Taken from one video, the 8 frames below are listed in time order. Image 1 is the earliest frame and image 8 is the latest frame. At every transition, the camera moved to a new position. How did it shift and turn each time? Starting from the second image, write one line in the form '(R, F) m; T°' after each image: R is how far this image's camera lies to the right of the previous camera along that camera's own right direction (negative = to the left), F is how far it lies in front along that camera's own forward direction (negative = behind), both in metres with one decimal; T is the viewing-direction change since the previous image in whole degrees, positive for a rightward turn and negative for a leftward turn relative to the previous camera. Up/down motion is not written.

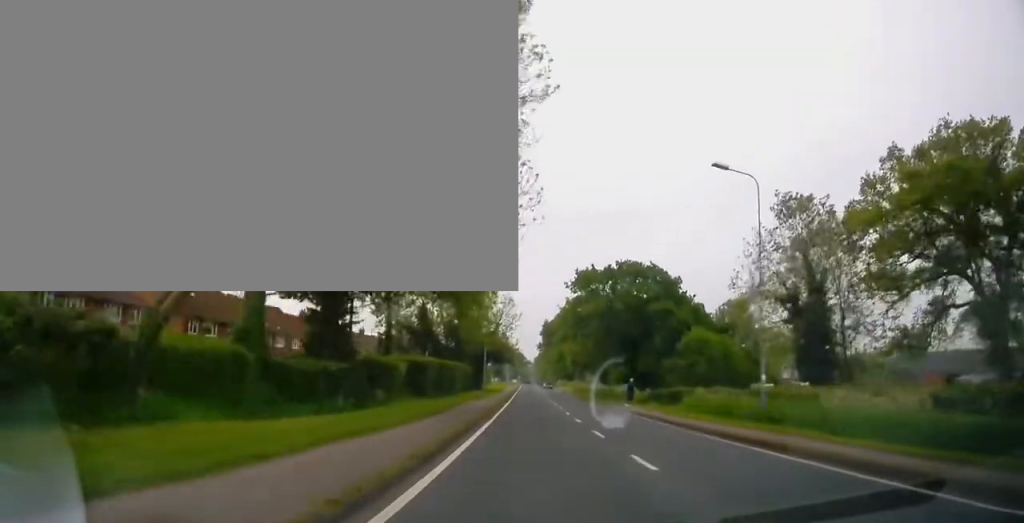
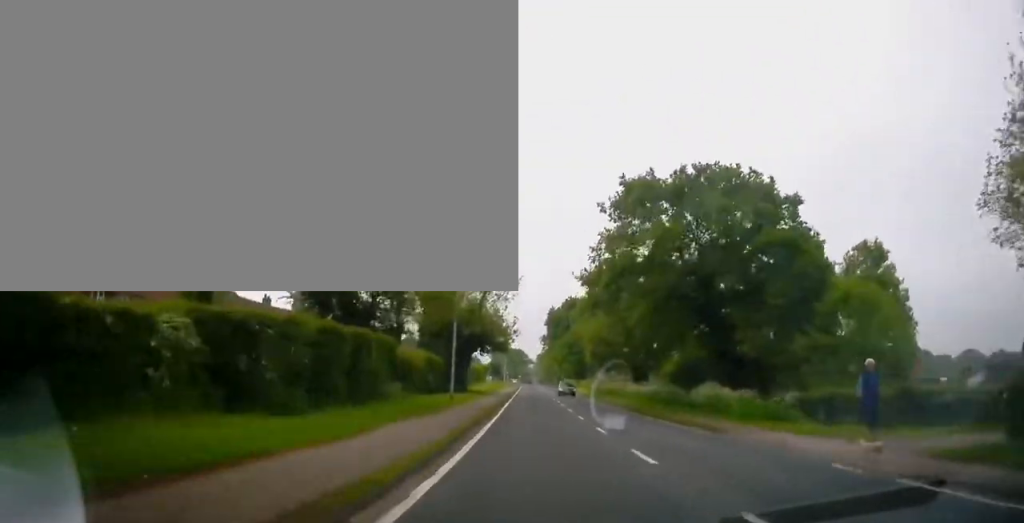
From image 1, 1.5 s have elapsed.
(+0.4, +22.9) m; +1°
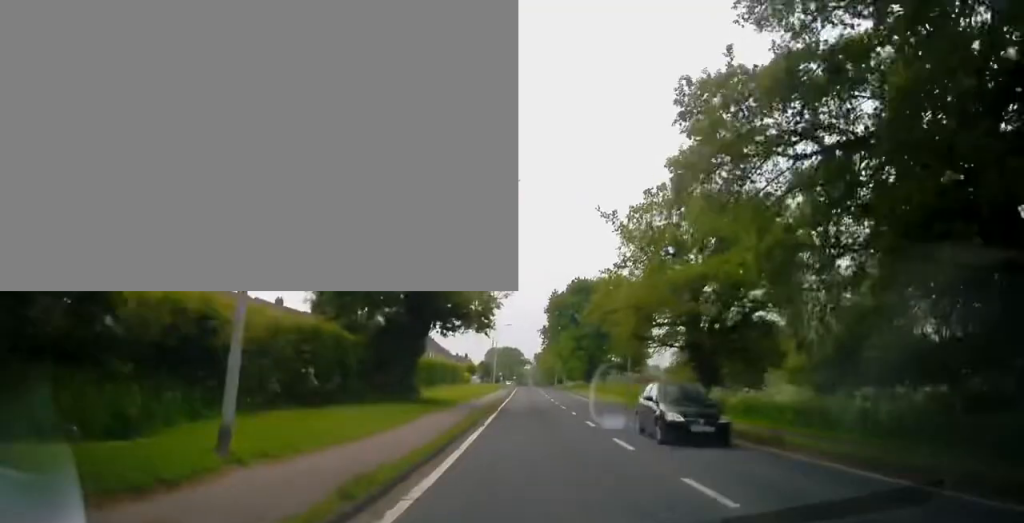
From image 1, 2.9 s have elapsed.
(-0.3, +21.4) m; 0°
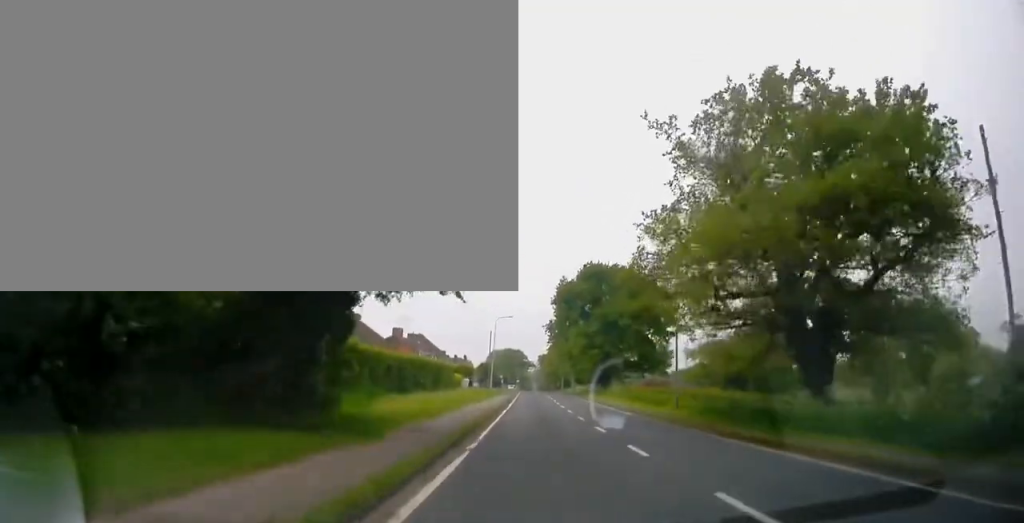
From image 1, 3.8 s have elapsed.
(+0.1, +13.7) m; 0°
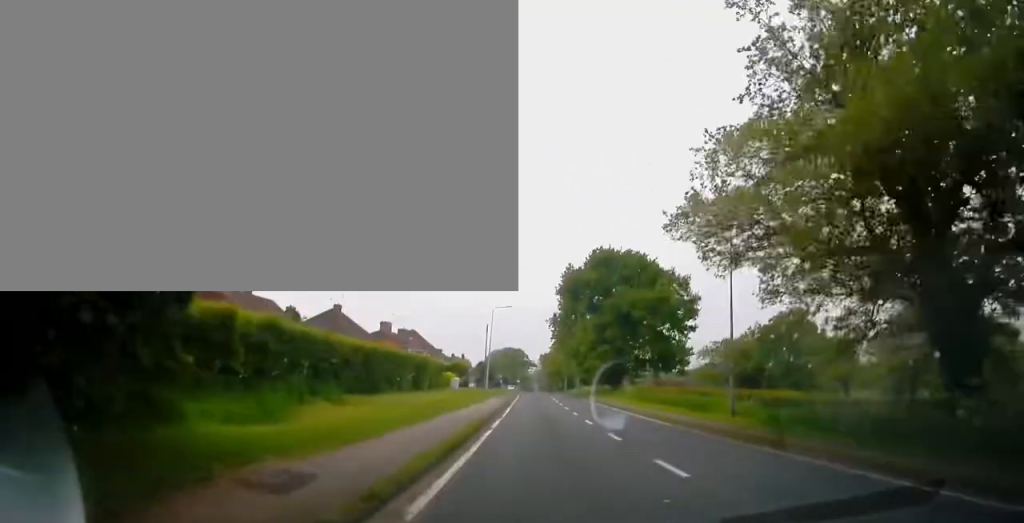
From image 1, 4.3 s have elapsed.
(+0.3, +8.5) m; 0°
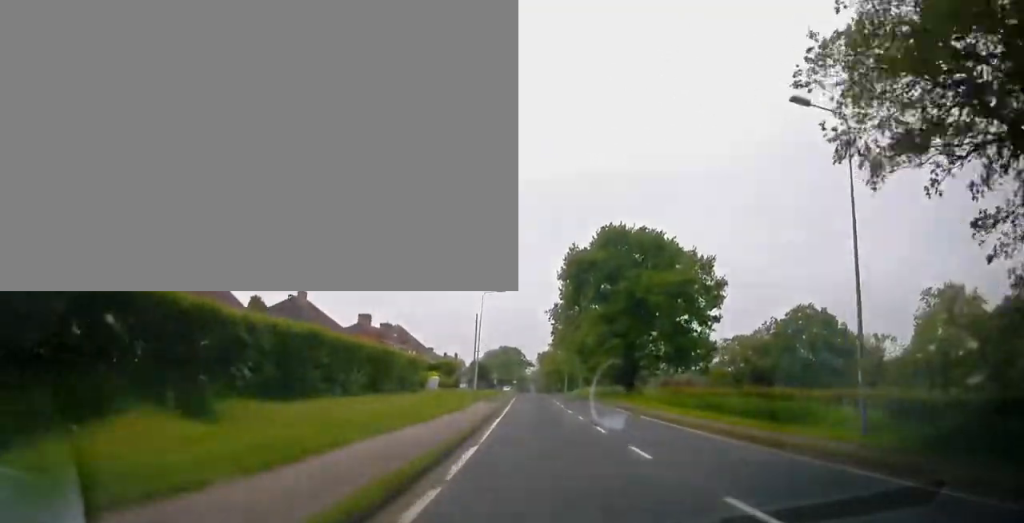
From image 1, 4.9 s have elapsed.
(-0.3, +9.2) m; 0°
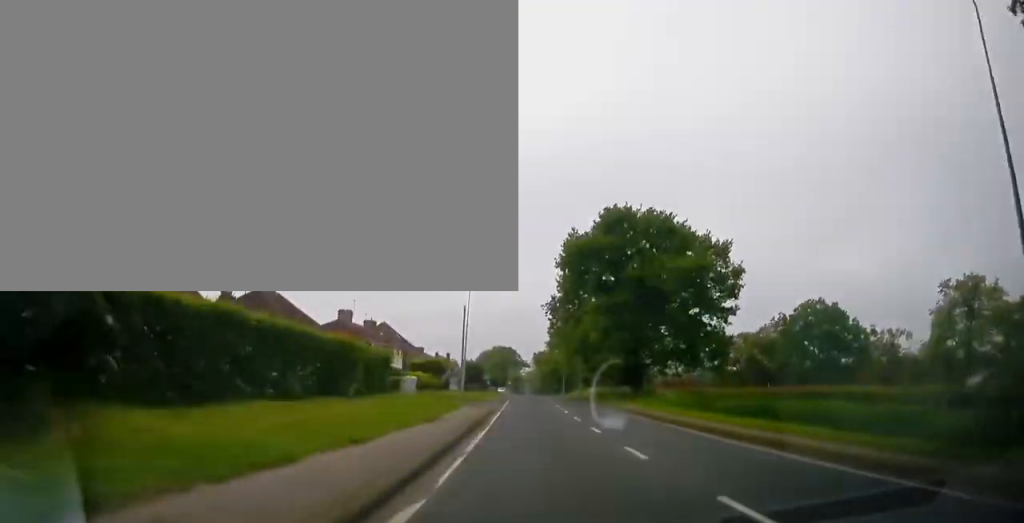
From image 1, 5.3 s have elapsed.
(-0.2, +7.1) m; 0°
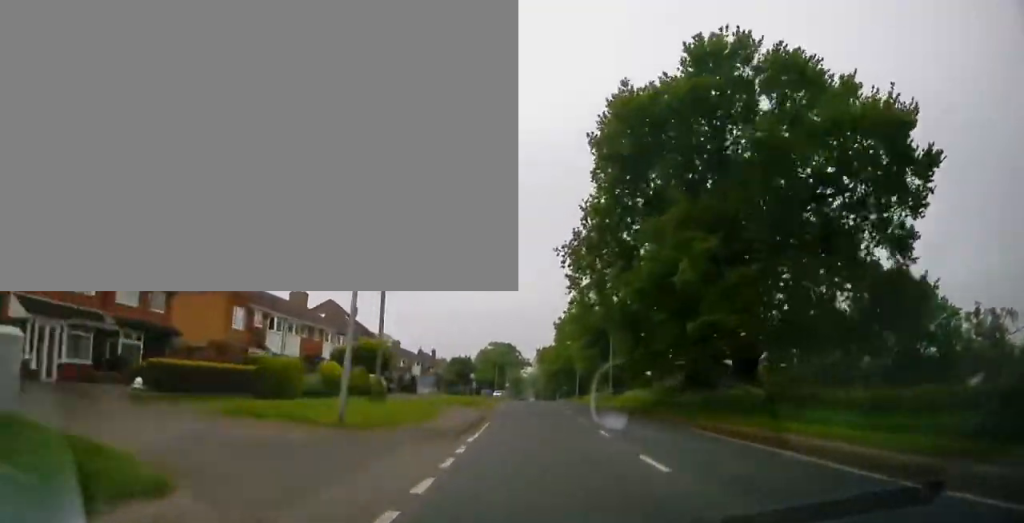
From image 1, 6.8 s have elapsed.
(+0.4, +25.2) m; +1°
